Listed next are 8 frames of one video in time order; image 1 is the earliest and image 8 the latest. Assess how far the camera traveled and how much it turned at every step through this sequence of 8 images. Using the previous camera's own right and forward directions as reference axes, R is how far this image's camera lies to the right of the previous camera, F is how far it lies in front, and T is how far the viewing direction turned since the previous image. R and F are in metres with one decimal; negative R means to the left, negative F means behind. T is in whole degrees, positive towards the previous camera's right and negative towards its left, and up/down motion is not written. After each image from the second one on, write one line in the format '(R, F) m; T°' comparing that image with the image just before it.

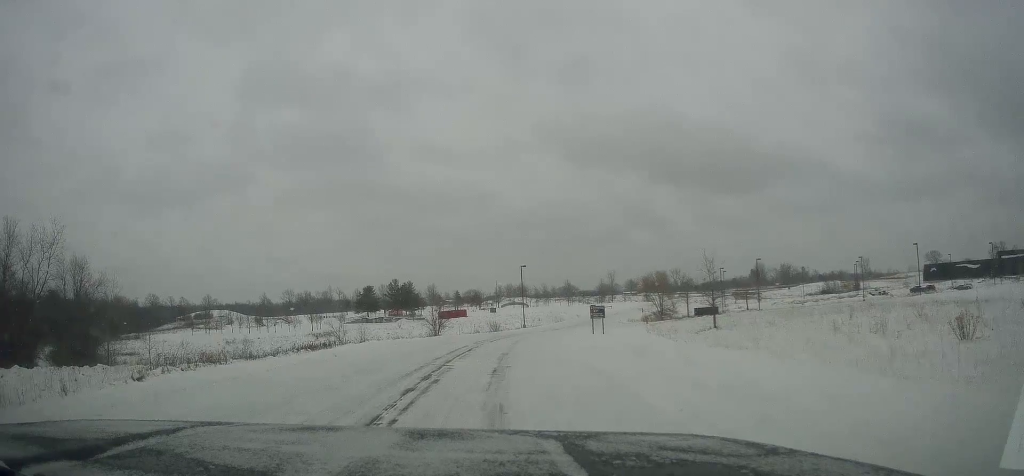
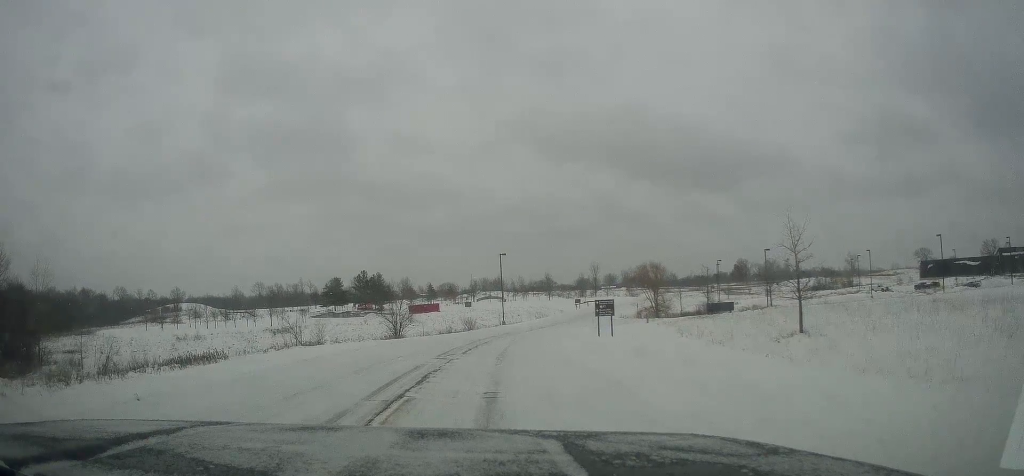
(-0.7, +11.7) m; -2°
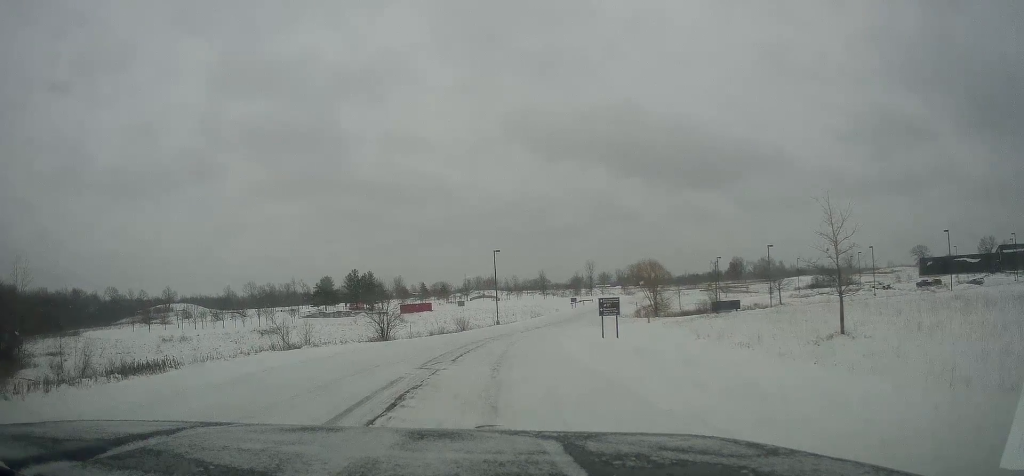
(-0.1, +3.2) m; 0°
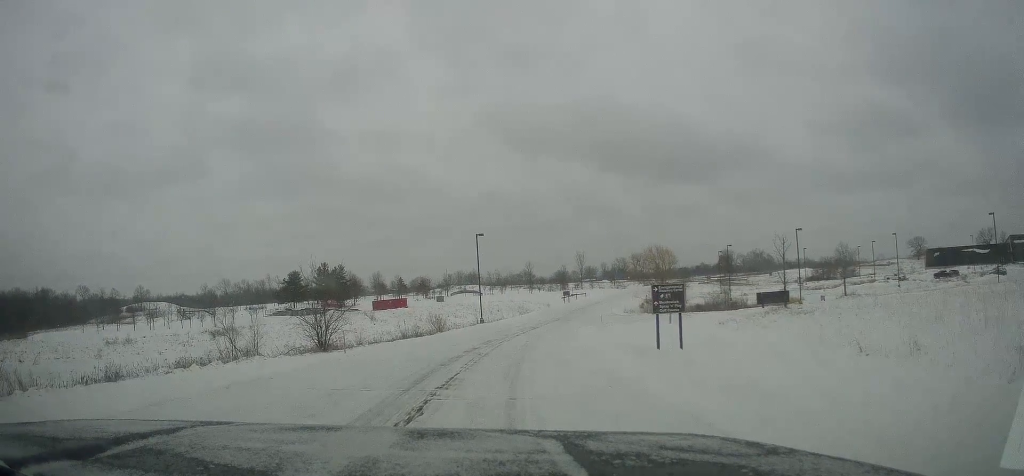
(+0.1, +13.6) m; +2°
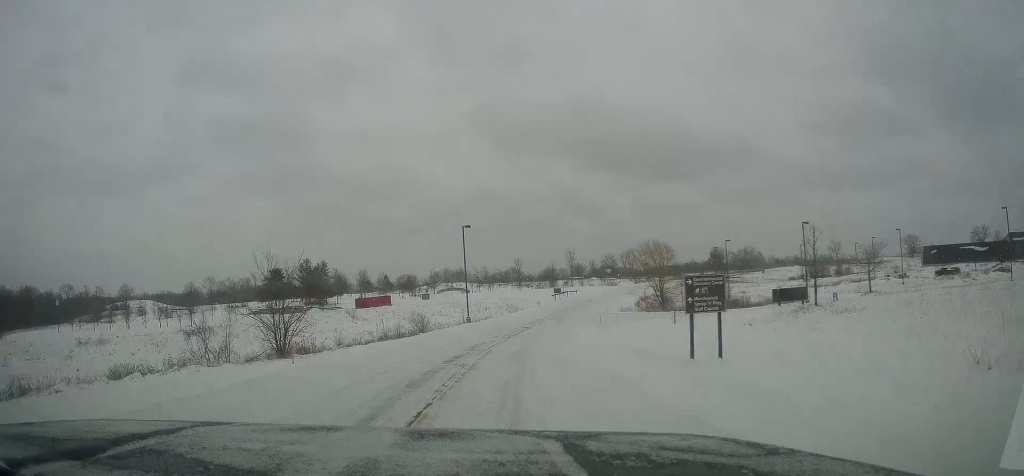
(-0.1, +4.7) m; +1°
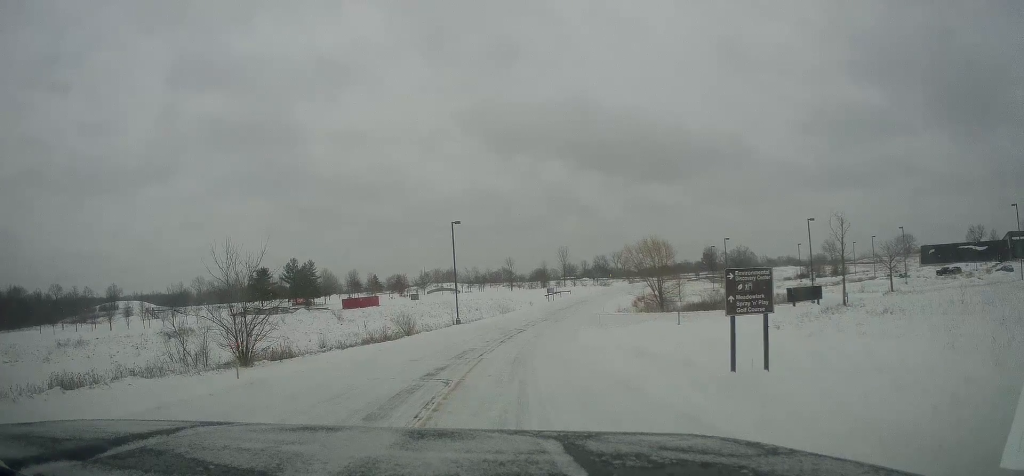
(+0.1, +3.4) m; +1°
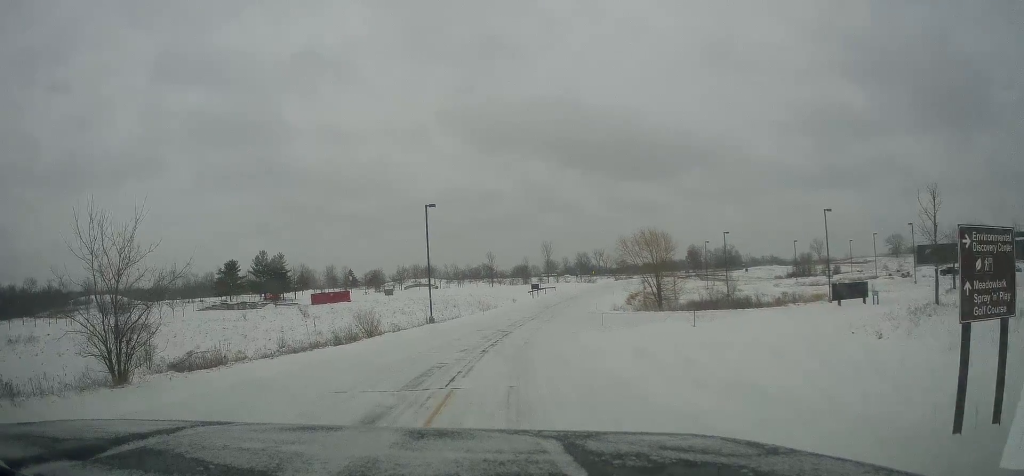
(+0.1, +7.7) m; +1°
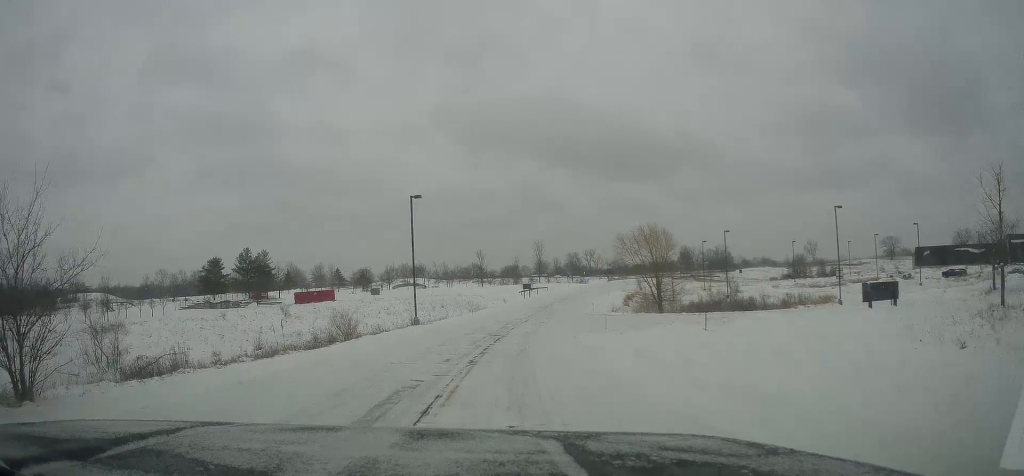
(0.0, +3.9) m; 0°
